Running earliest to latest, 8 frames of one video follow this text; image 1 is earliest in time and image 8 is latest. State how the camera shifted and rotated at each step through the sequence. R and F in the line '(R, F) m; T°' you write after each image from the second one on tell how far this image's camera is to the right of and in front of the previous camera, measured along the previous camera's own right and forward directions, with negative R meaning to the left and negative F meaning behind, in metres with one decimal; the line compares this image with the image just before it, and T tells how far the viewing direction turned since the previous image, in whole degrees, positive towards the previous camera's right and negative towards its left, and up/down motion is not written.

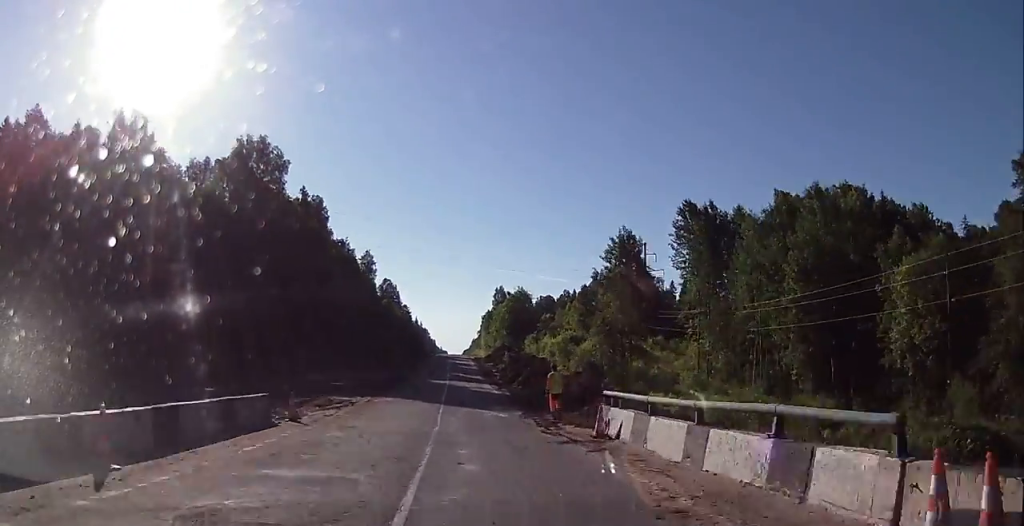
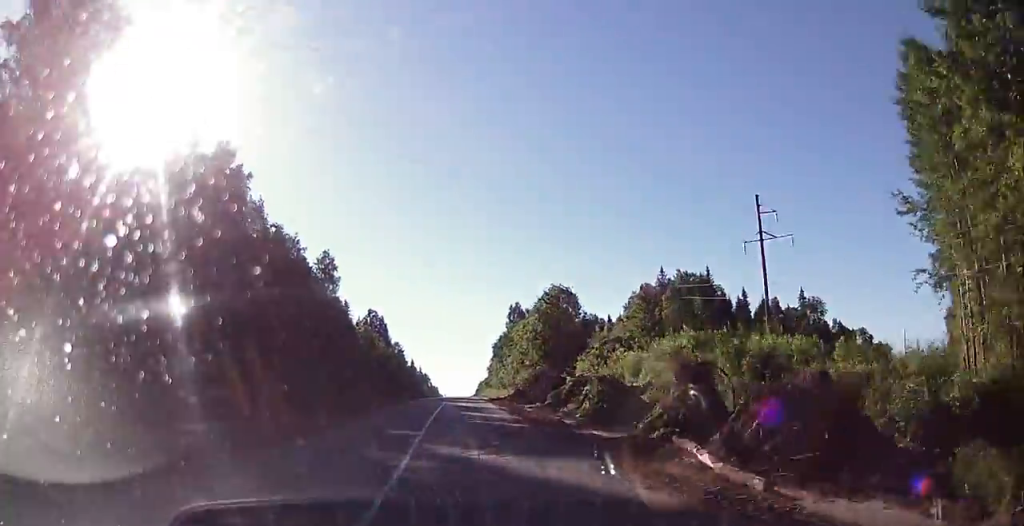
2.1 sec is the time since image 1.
(+1.7, +48.2) m; +4°
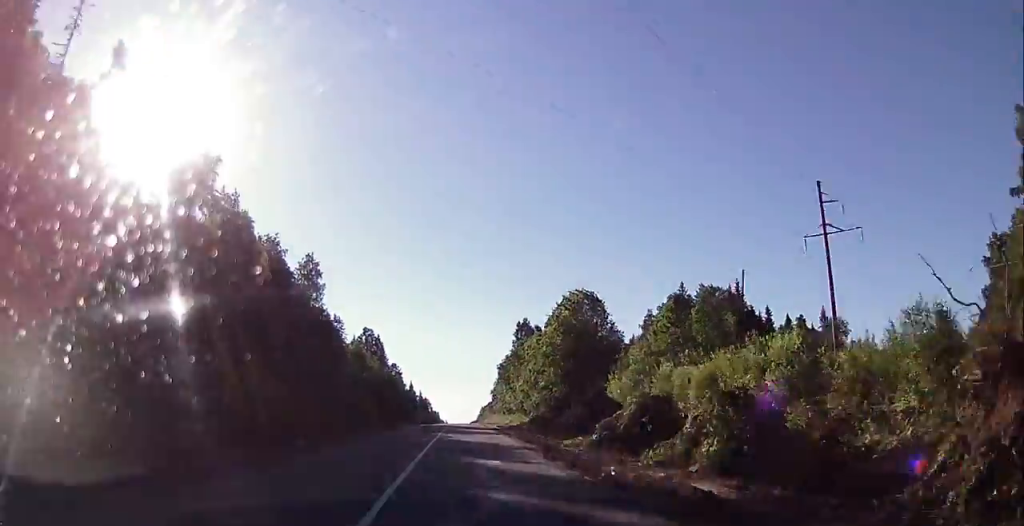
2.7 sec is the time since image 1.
(+0.1, +14.0) m; 0°
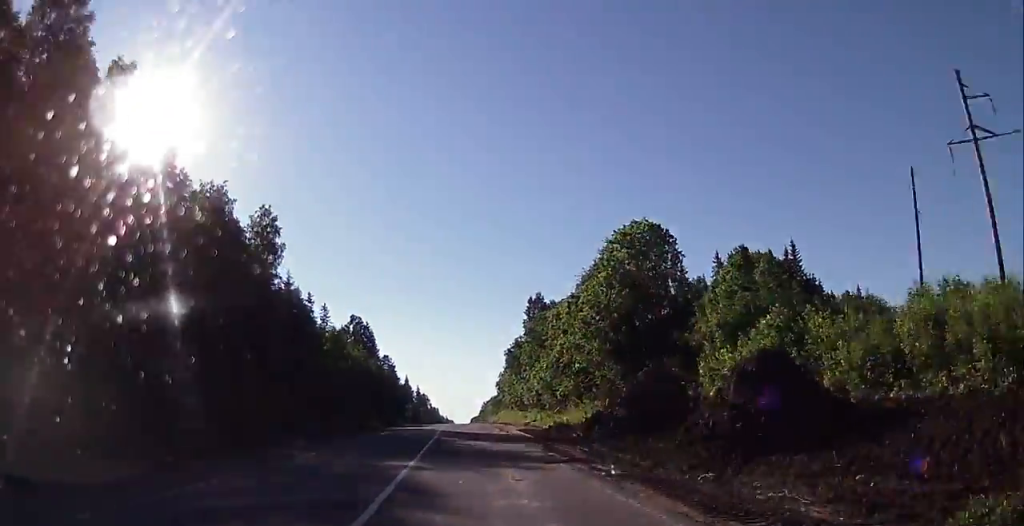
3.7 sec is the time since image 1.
(0.0, +22.8) m; 0°
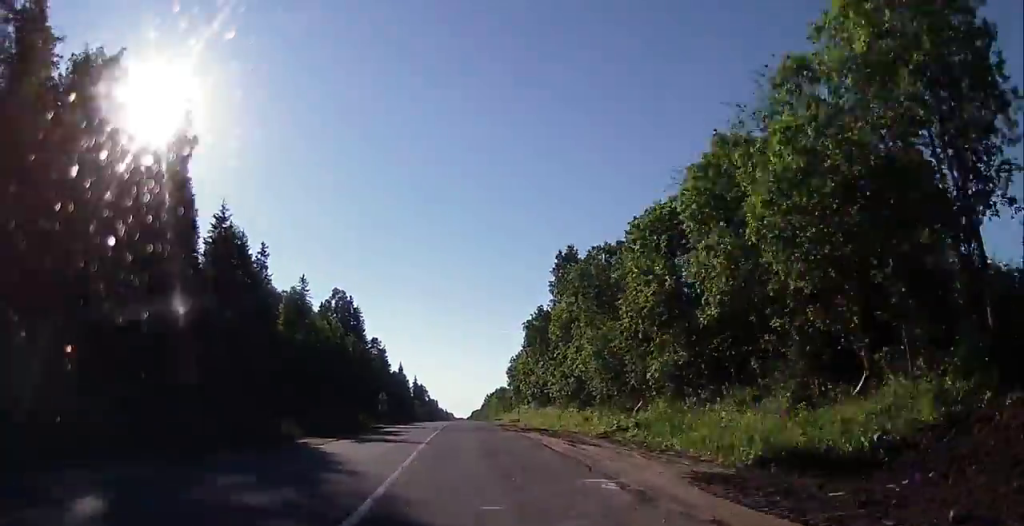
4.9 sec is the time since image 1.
(0.0, +28.9) m; 0°
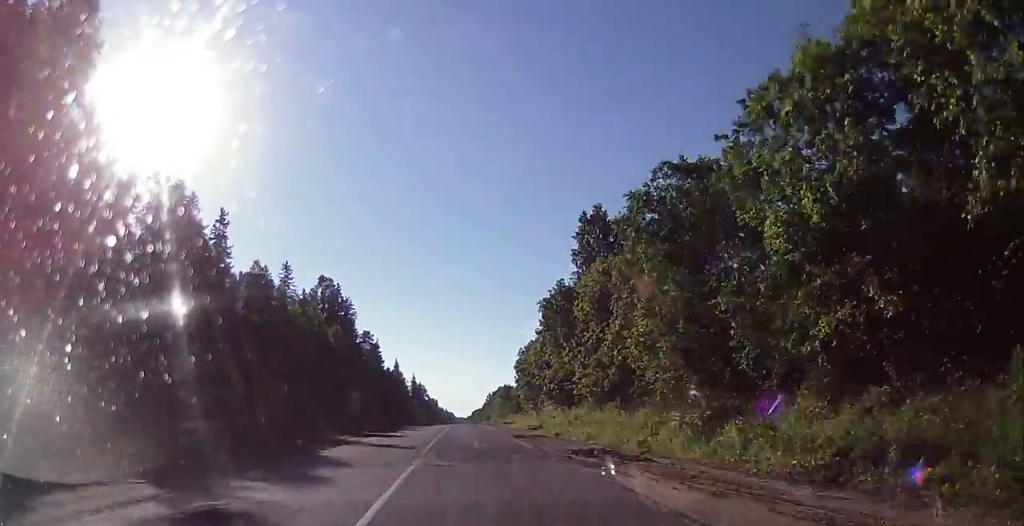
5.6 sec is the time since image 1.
(0.0, +15.6) m; -1°
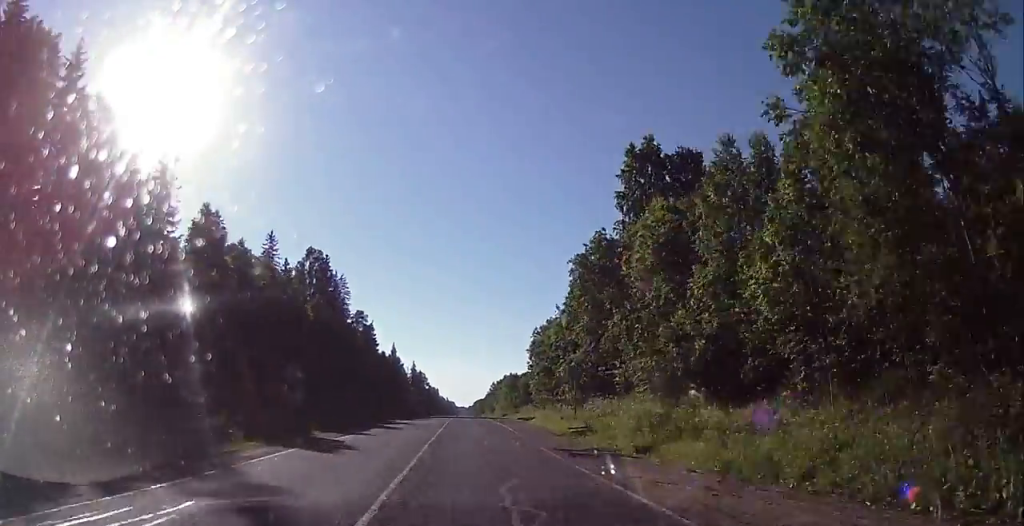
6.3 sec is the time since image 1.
(-0.2, +15.4) m; -2°
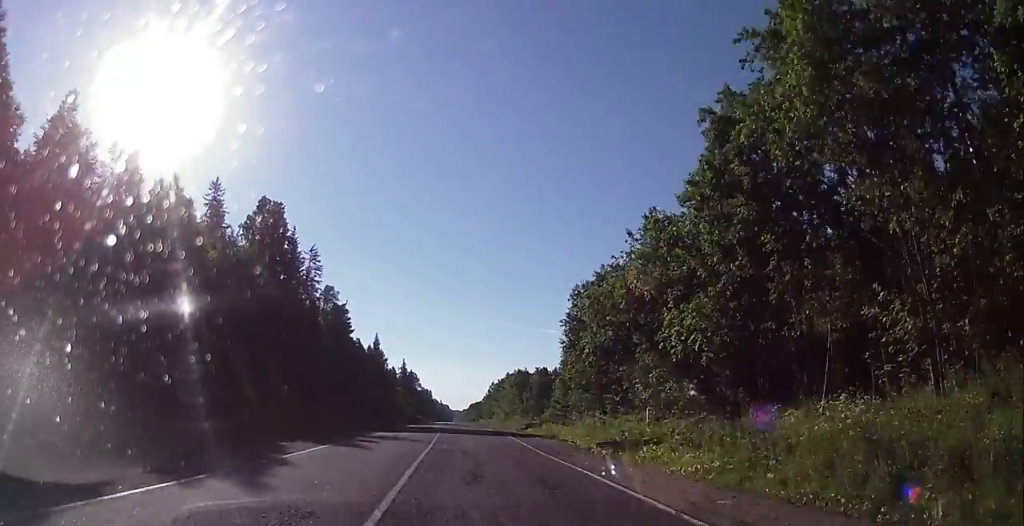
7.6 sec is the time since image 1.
(-0.7, +29.1) m; -2°
